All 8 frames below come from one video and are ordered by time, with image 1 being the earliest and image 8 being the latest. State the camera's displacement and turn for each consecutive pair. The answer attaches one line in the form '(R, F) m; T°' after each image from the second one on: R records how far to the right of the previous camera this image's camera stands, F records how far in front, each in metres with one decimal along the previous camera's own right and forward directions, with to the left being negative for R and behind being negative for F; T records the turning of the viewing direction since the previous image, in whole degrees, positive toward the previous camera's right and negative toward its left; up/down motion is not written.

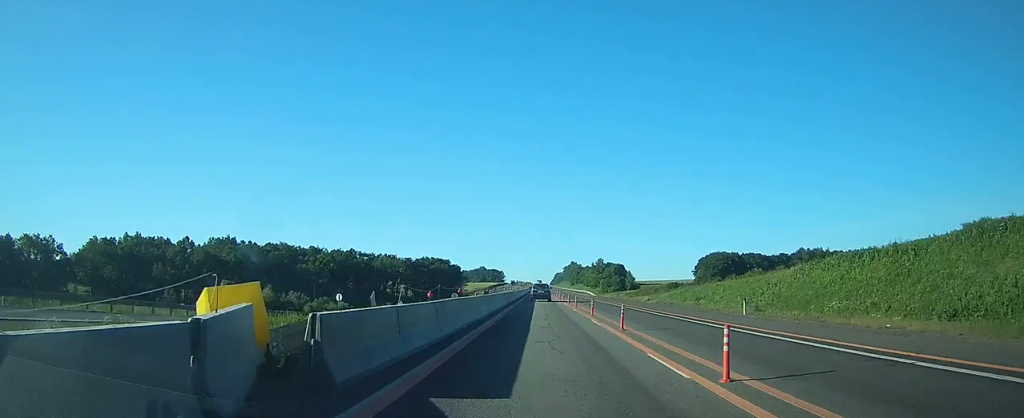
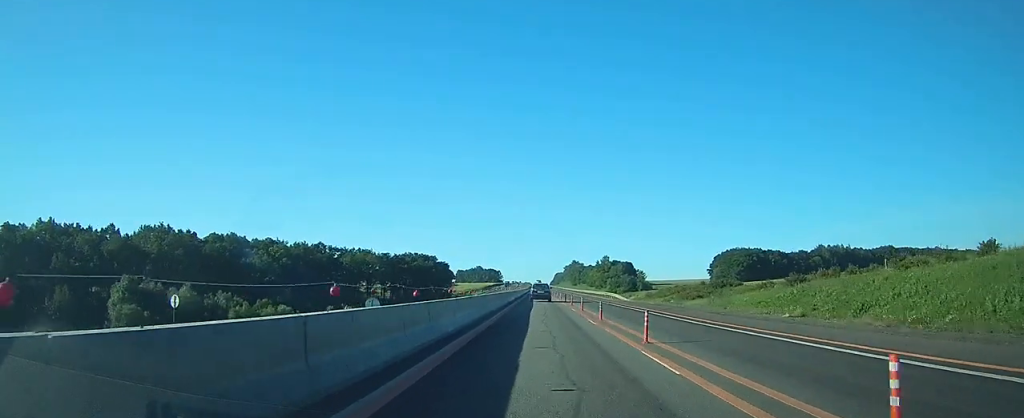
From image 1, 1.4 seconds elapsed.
(0.0, +35.5) m; 0°
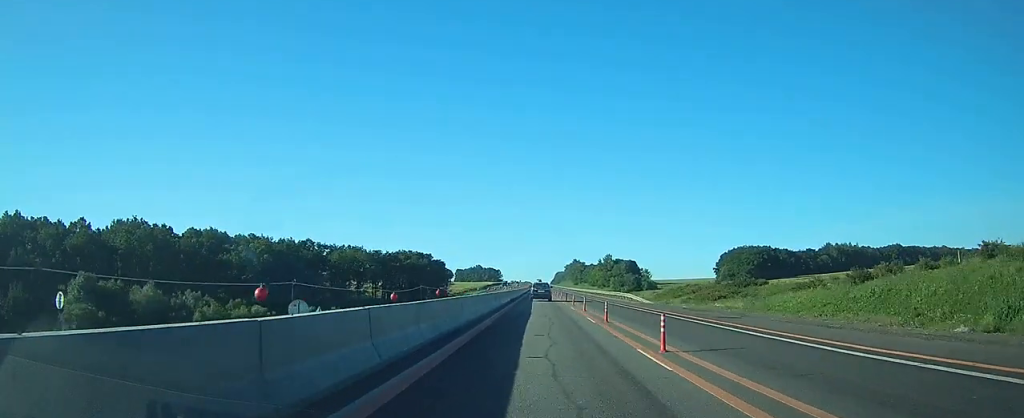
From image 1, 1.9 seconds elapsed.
(0.0, +11.6) m; 0°
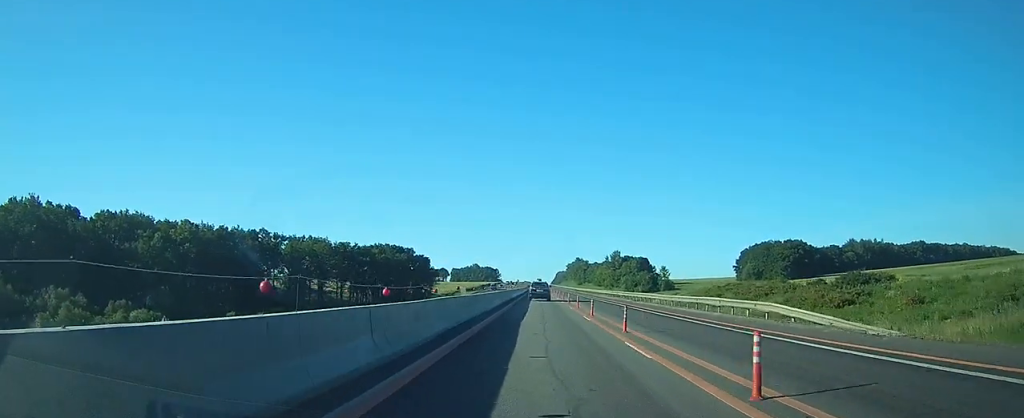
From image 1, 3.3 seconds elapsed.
(0.0, +34.7) m; 0°
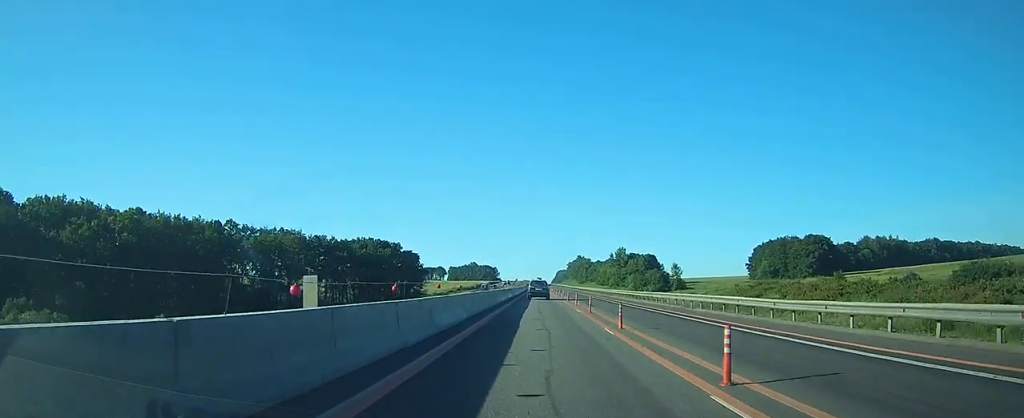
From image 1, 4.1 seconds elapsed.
(0.0, +18.9) m; 0°
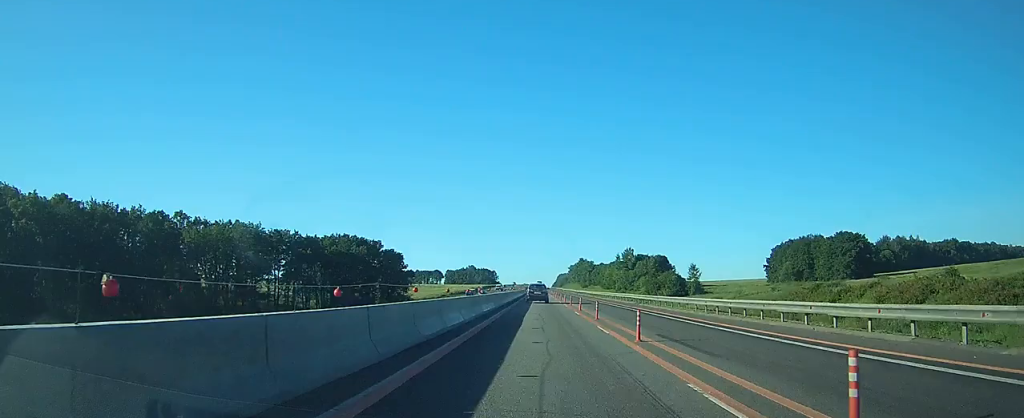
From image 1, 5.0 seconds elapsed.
(0.0, +22.9) m; 0°
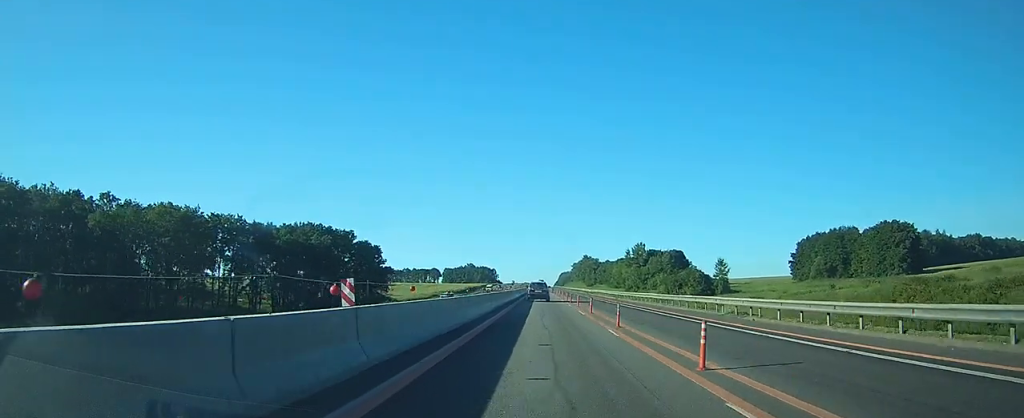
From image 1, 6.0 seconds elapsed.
(0.0, +25.3) m; 0°
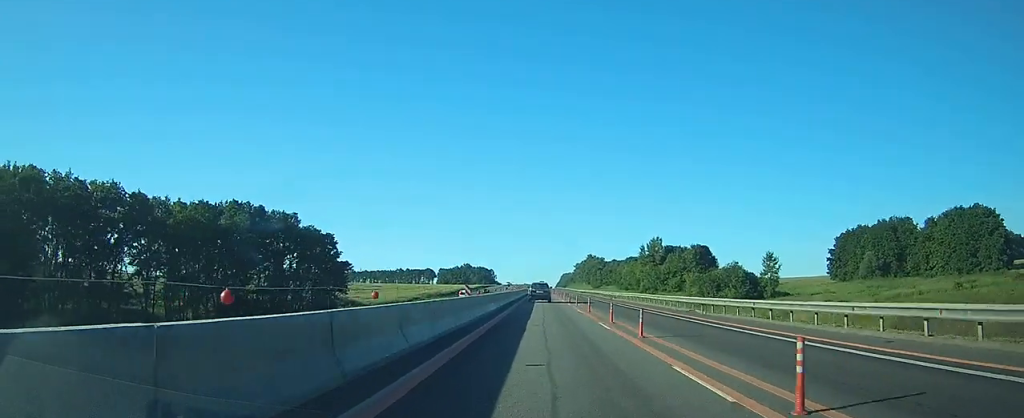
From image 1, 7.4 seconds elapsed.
(-0.1, +32.5) m; 0°
